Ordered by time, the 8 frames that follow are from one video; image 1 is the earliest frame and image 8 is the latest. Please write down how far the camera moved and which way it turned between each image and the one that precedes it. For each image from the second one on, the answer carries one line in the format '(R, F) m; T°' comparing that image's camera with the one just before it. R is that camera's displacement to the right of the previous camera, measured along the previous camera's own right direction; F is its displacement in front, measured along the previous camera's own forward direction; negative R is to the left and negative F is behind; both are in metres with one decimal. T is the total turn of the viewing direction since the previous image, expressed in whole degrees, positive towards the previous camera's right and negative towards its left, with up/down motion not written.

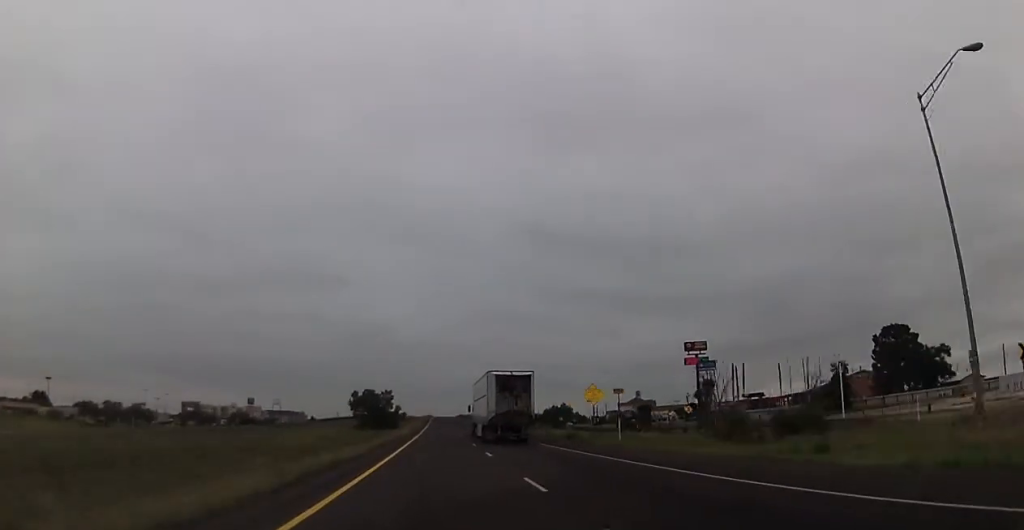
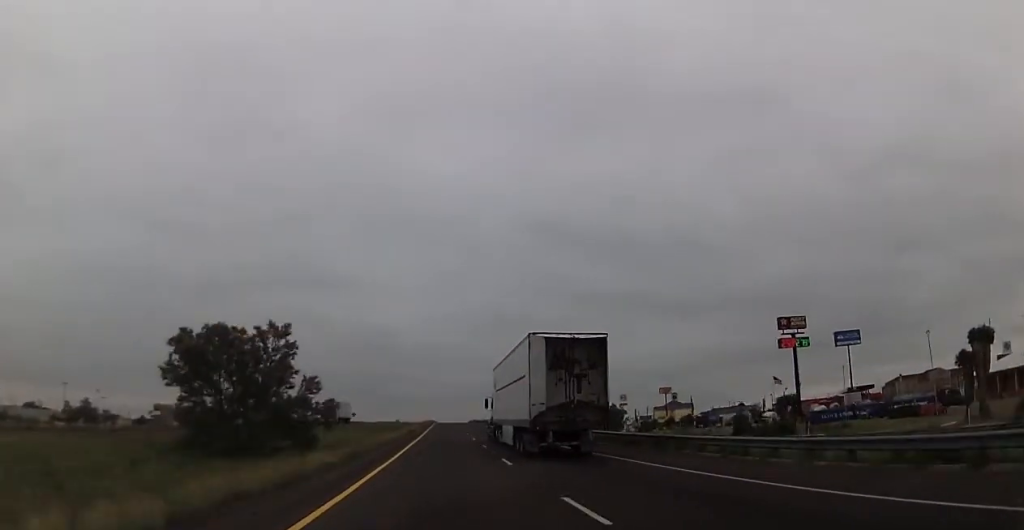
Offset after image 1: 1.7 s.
(0.0, +64.8) m; -1°
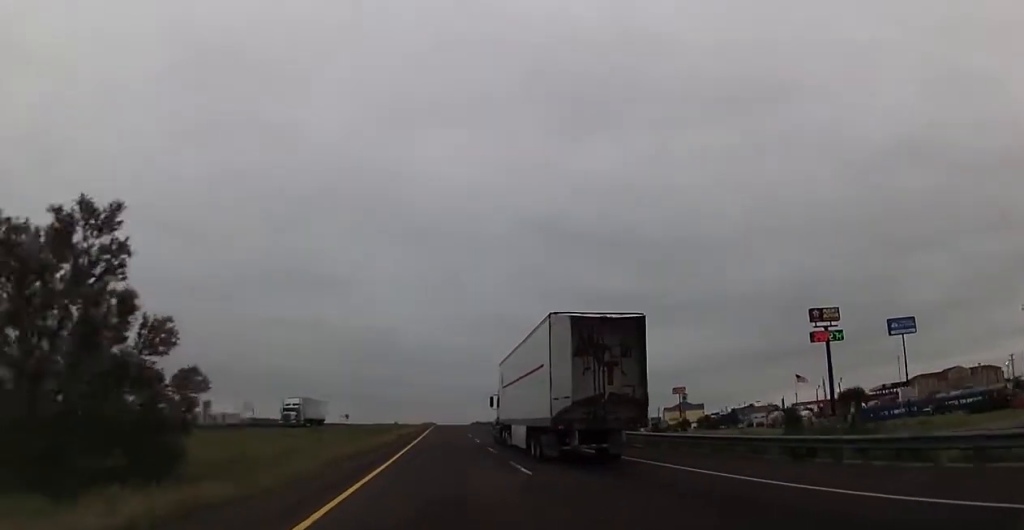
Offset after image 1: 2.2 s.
(-0.2, +16.1) m; 0°
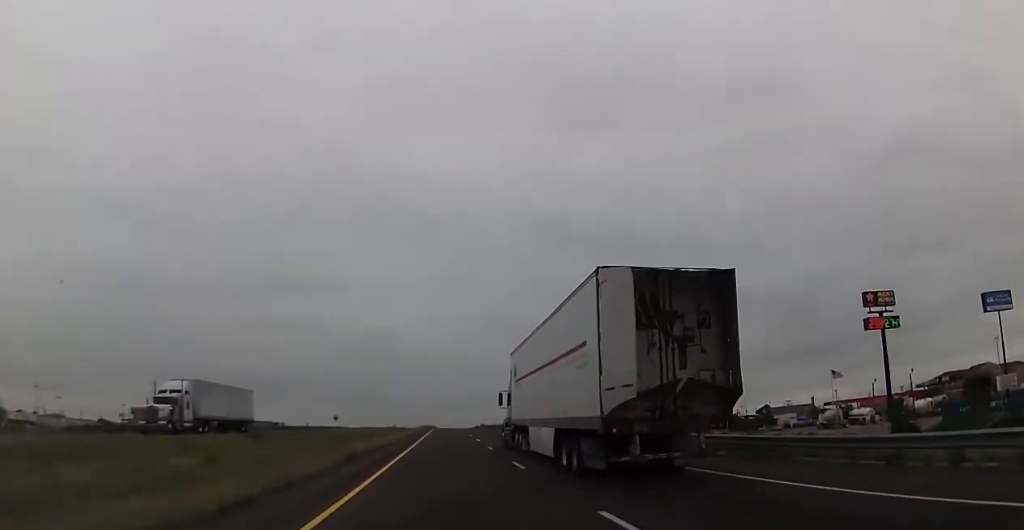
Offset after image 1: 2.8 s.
(-0.4, +22.2) m; 0°
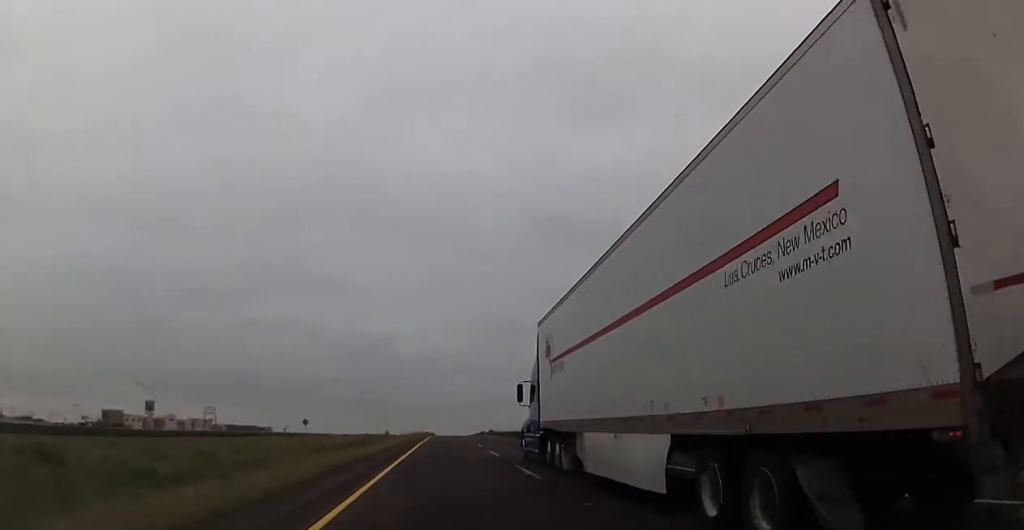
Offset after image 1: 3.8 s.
(+0.5, +38.2) m; +1°
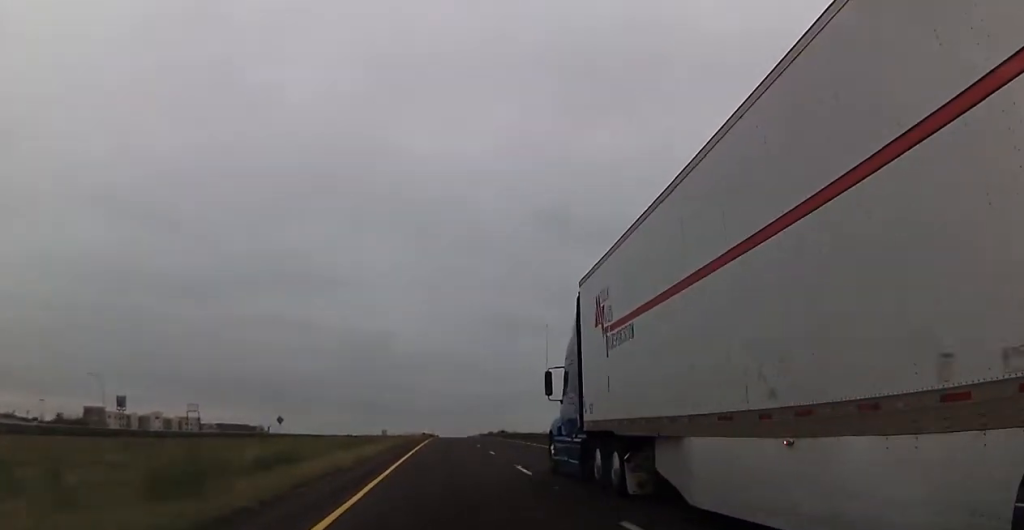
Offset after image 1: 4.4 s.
(0.0, +23.3) m; 0°
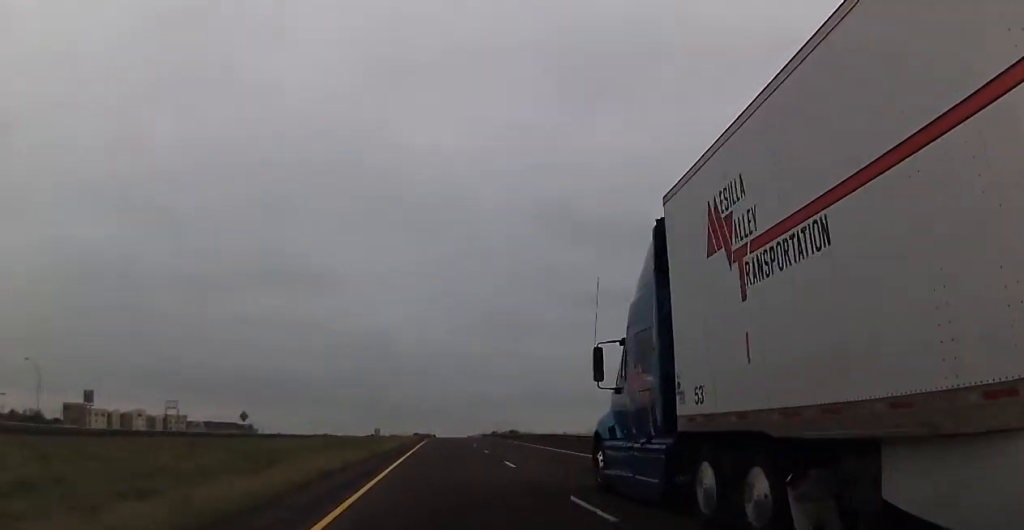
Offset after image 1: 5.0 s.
(0.0, +20.8) m; 0°
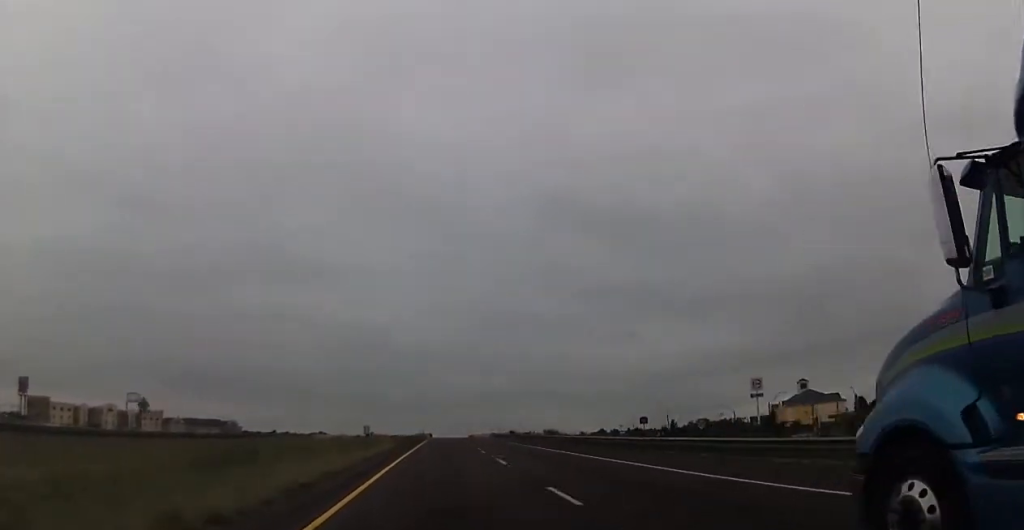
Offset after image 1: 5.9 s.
(0.0, +34.2) m; 0°
